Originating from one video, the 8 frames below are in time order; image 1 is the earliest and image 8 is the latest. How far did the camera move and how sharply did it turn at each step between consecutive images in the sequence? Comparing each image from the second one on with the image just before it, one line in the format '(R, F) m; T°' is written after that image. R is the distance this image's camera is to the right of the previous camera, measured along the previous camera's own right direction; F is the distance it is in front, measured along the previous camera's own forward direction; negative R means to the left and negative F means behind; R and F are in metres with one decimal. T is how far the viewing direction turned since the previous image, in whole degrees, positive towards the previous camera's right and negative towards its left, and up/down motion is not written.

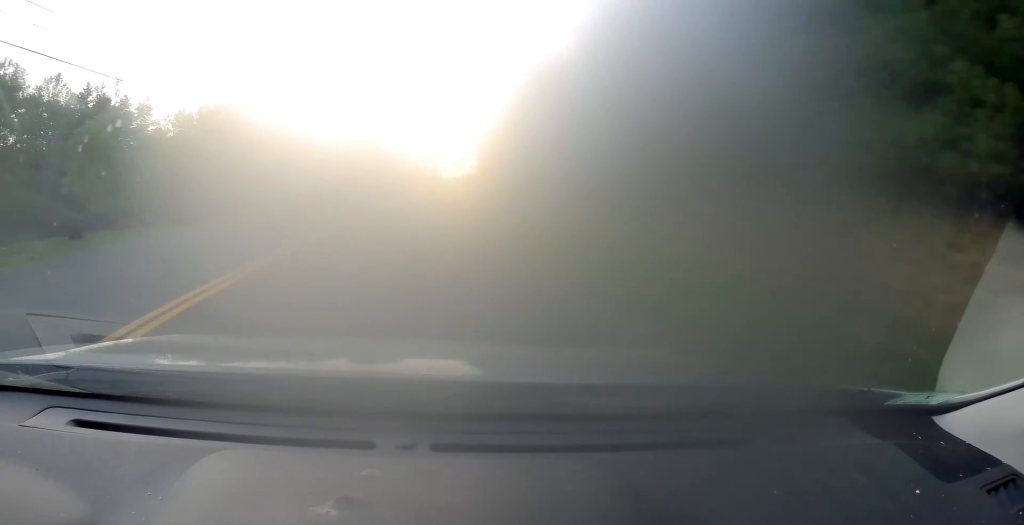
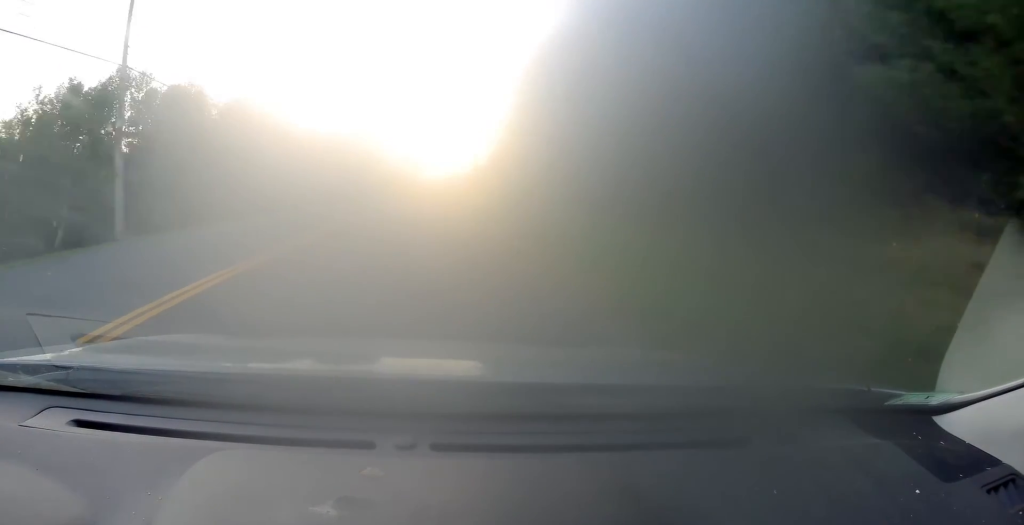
(-0.2, +27.8) m; +1°
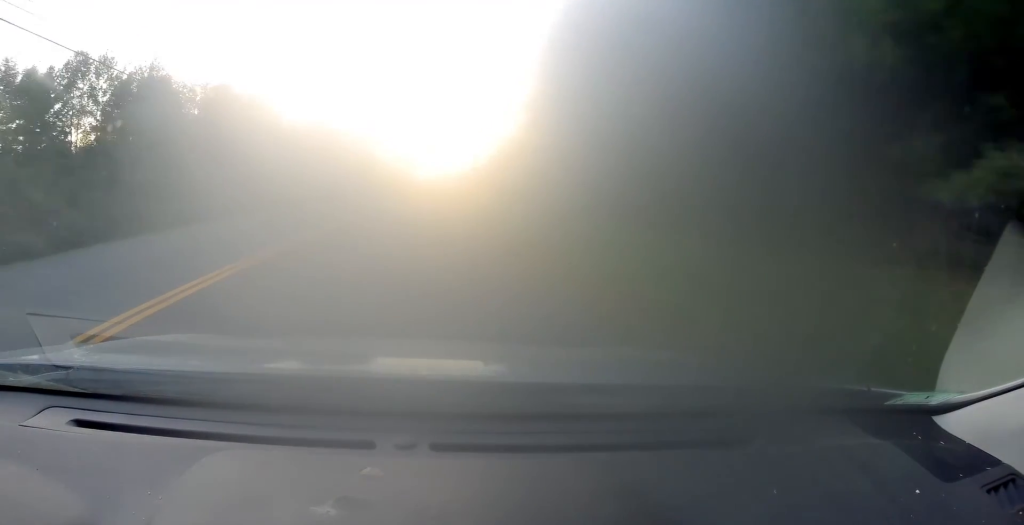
(+0.3, +10.4) m; +1°
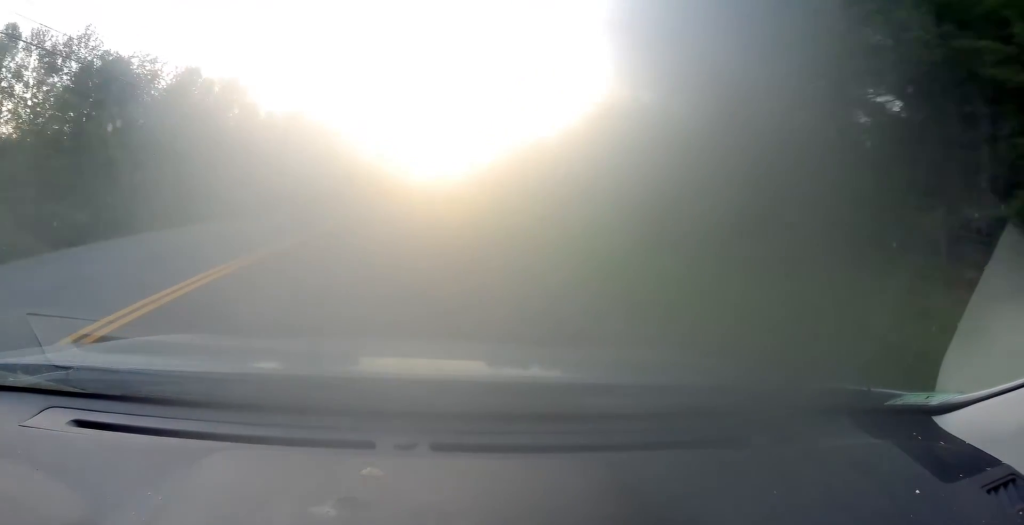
(+0.1, +12.2) m; +1°
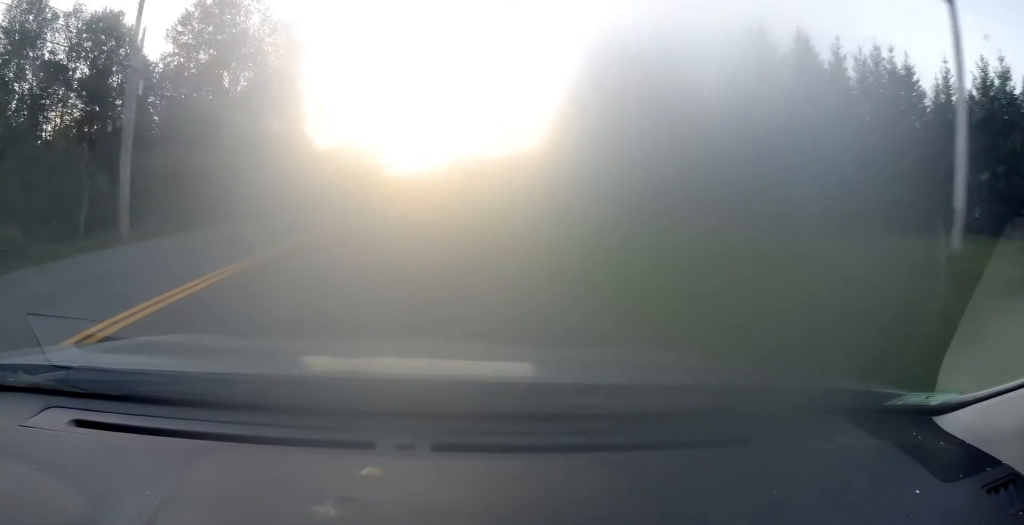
(+1.3, +41.8) m; +3°
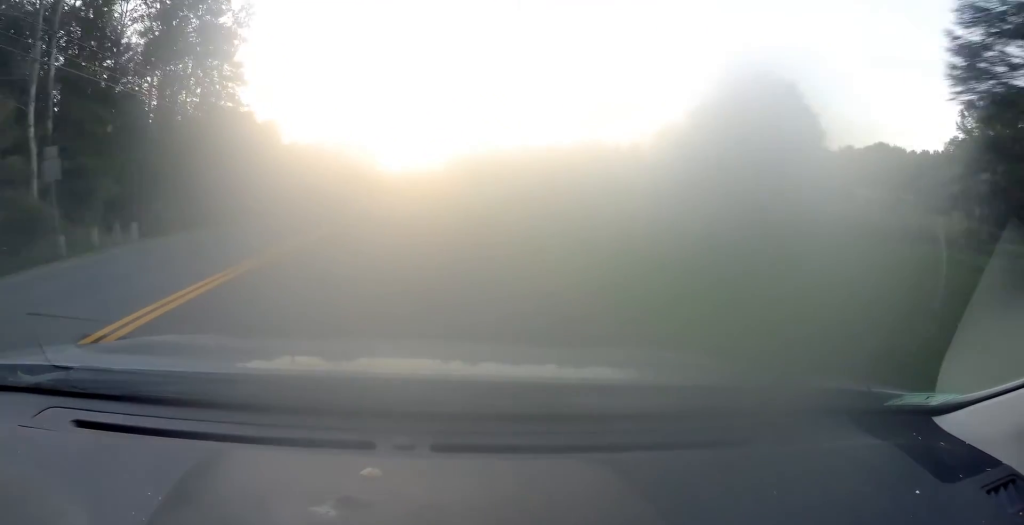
(+0.1, +28.1) m; 0°
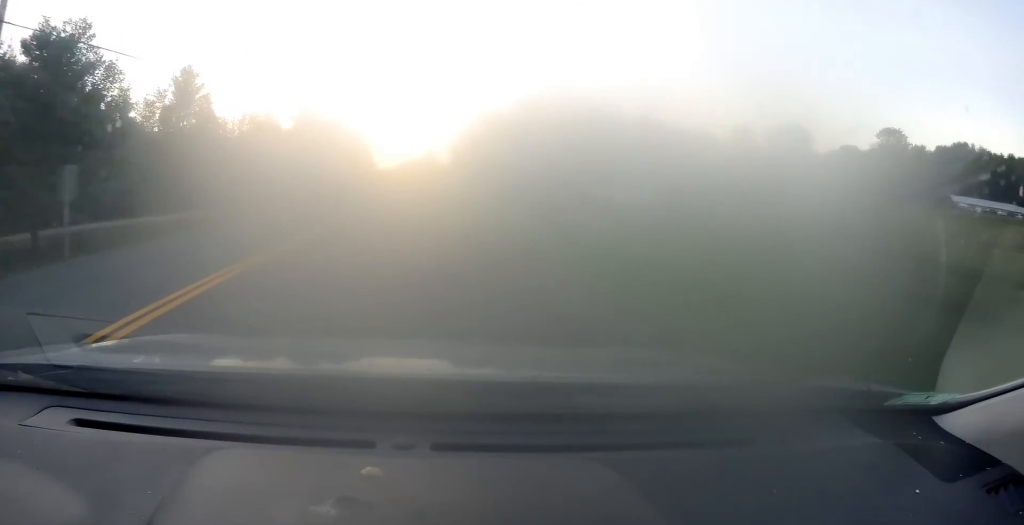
(0.0, +45.3) m; 0°
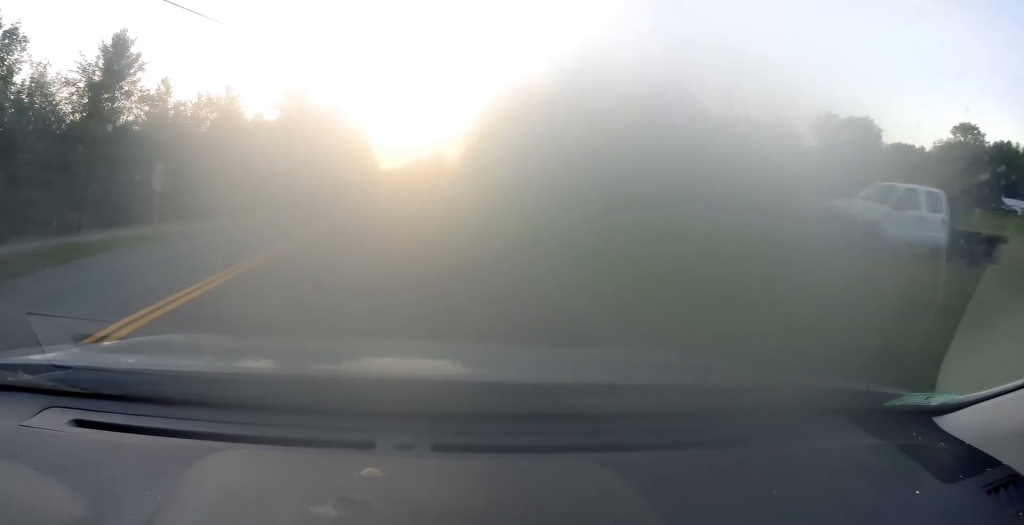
(-0.1, +19.0) m; -1°
